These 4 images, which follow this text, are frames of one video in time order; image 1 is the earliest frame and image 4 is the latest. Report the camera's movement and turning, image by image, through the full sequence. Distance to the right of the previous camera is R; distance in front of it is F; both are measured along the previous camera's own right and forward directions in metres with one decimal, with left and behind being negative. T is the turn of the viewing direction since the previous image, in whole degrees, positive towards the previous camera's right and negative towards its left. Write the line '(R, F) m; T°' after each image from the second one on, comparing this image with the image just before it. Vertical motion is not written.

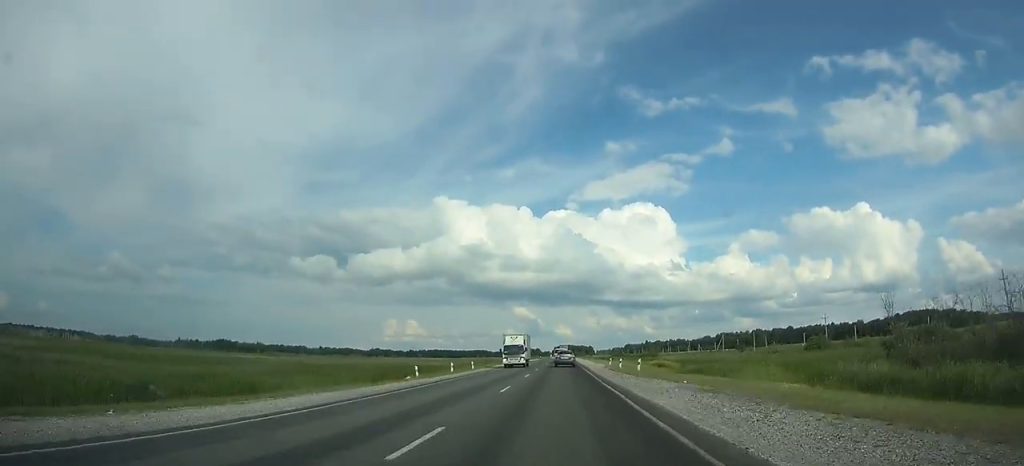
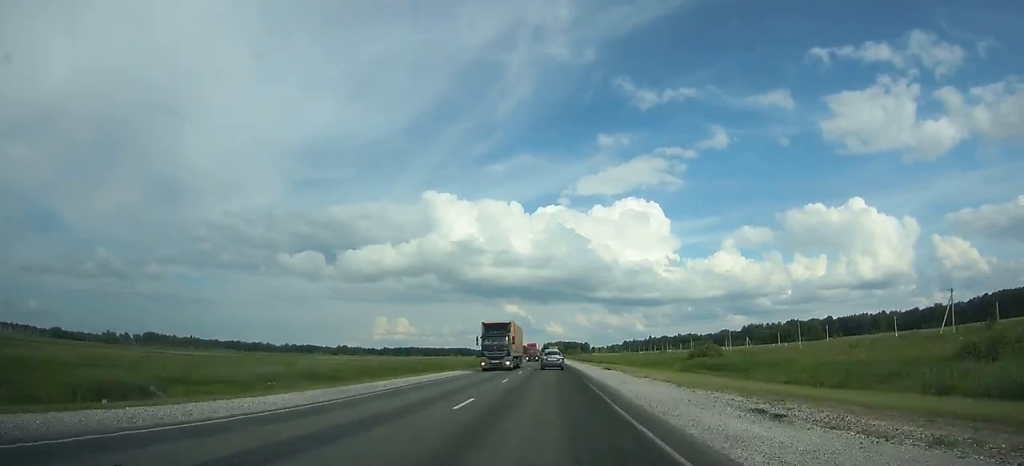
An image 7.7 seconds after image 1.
(+1.8, +157.9) m; +1°
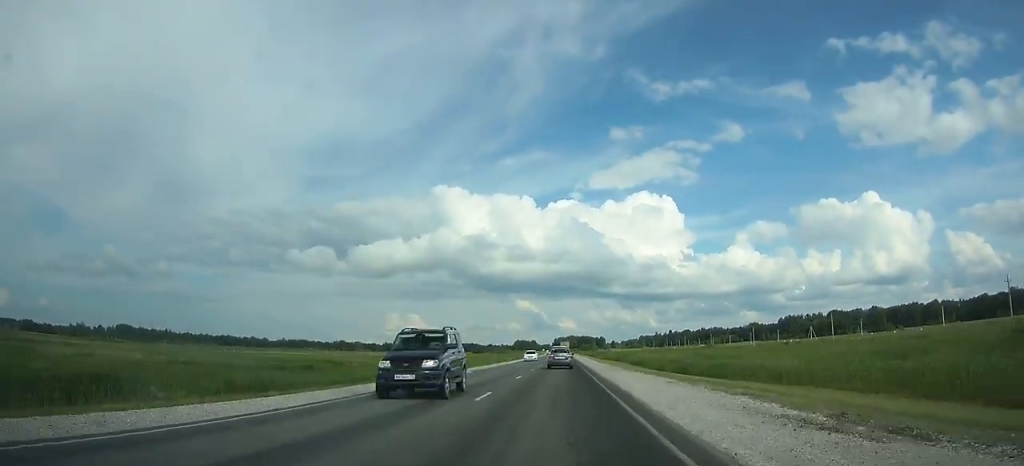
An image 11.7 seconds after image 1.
(-0.5, +84.1) m; 0°
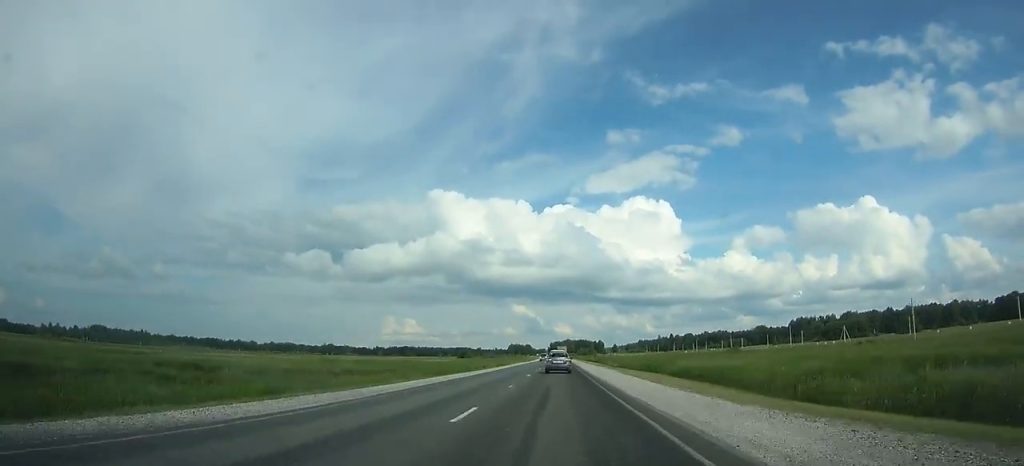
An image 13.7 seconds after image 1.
(0.0, +40.9) m; 0°
